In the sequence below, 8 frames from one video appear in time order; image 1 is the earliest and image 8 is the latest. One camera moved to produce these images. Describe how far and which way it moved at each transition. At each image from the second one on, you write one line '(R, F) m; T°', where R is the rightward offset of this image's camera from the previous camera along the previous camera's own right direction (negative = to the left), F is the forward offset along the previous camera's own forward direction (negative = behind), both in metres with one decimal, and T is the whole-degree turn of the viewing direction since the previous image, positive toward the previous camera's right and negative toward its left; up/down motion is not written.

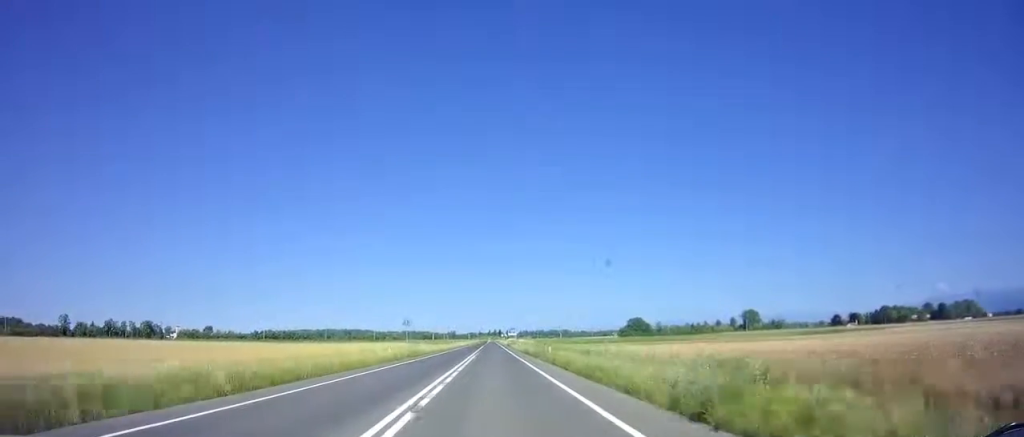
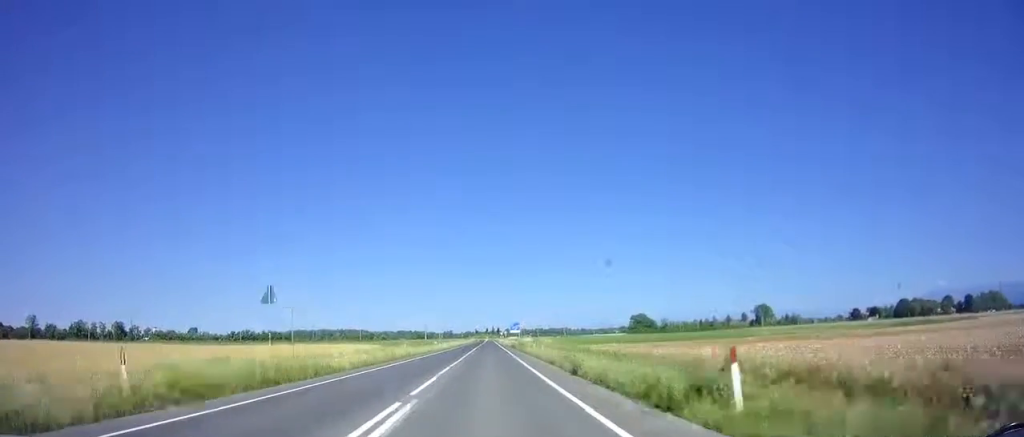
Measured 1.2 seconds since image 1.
(+0.3, +27.7) m; +1°
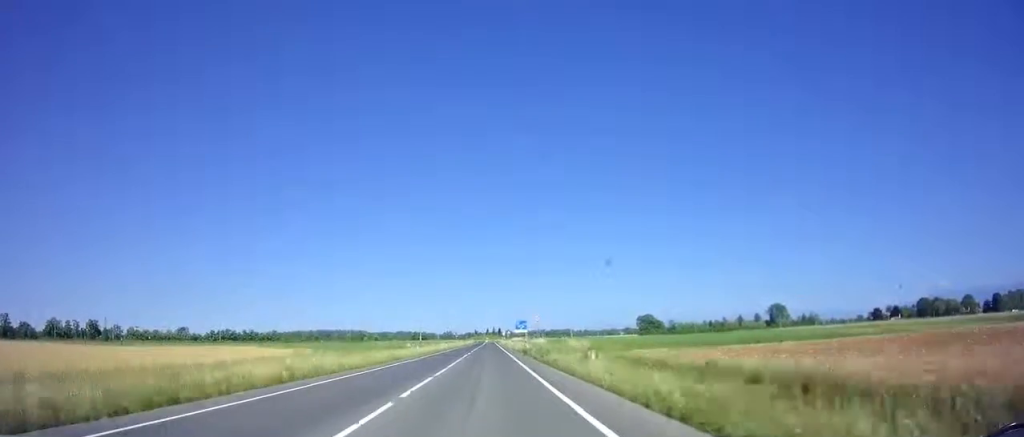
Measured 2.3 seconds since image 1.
(0.0, +24.7) m; 0°
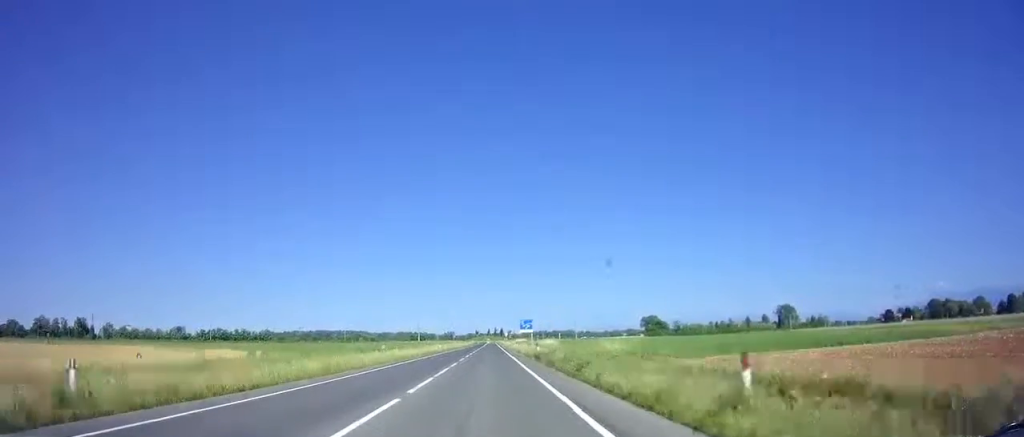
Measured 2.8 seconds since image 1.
(-0.1, +11.2) m; 0°
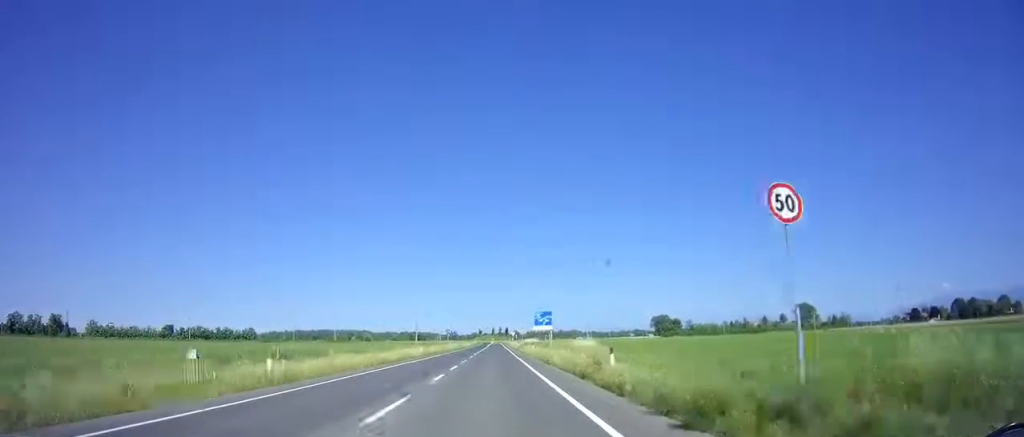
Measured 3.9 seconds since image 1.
(+0.1, +22.8) m; 0°
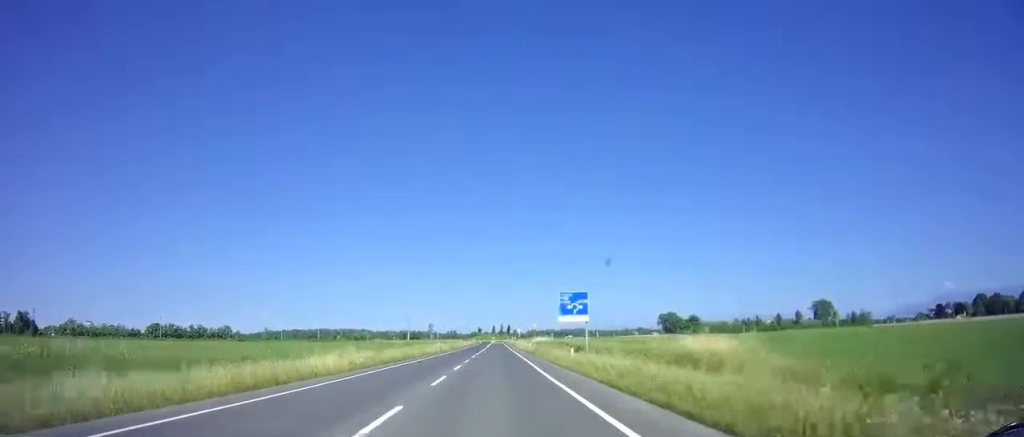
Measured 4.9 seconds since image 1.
(0.0, +23.1) m; 0°
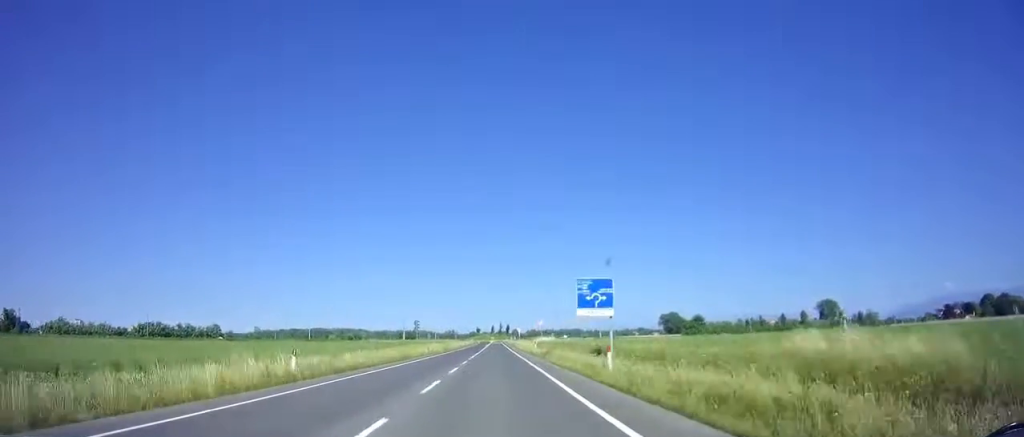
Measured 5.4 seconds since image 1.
(0.0, +9.3) m; 0°
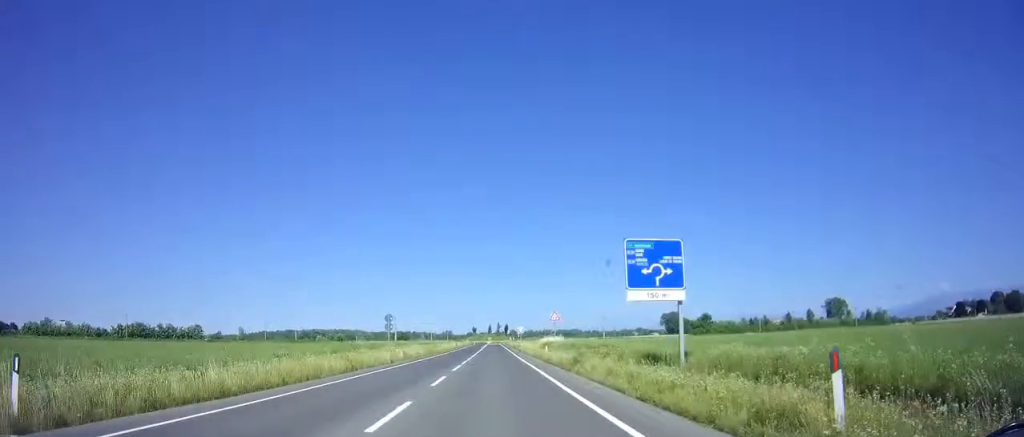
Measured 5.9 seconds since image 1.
(0.0, +12.1) m; 0°
